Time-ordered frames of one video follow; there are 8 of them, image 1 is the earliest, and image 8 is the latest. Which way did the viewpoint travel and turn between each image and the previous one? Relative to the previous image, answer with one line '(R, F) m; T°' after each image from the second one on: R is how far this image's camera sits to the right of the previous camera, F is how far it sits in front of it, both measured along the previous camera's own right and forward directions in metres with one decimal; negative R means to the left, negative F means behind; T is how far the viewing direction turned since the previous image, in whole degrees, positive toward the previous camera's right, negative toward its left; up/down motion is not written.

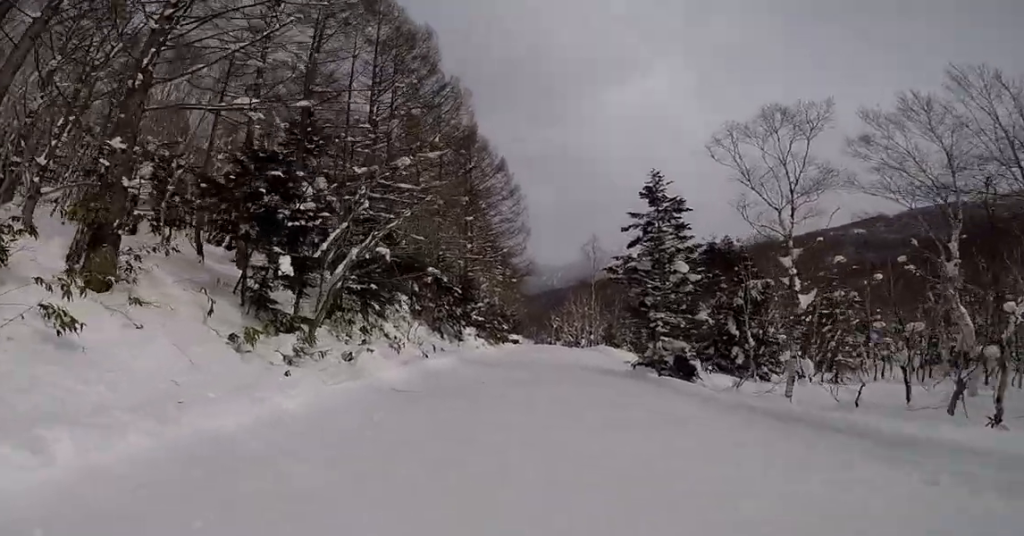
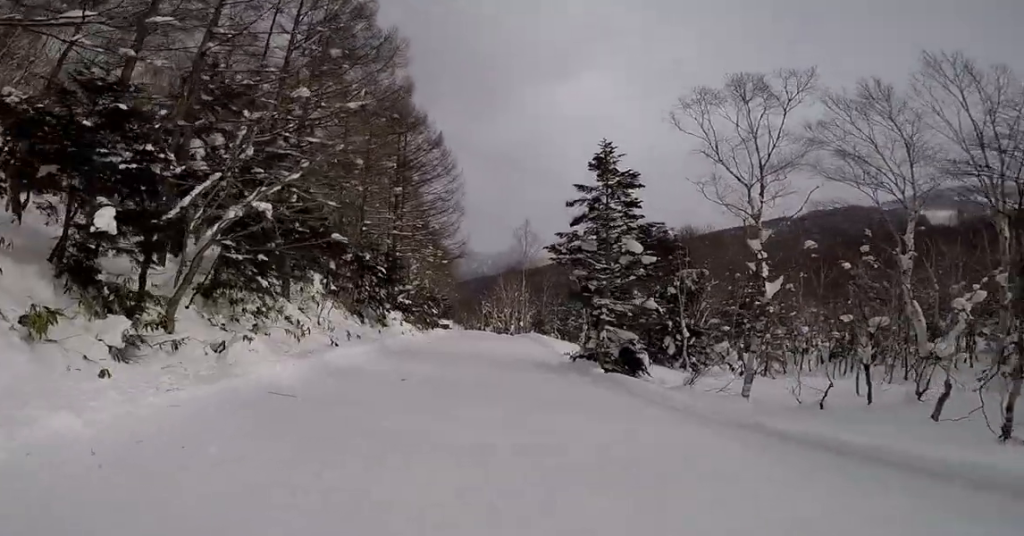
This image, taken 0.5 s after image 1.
(0.0, +2.4) m; 0°
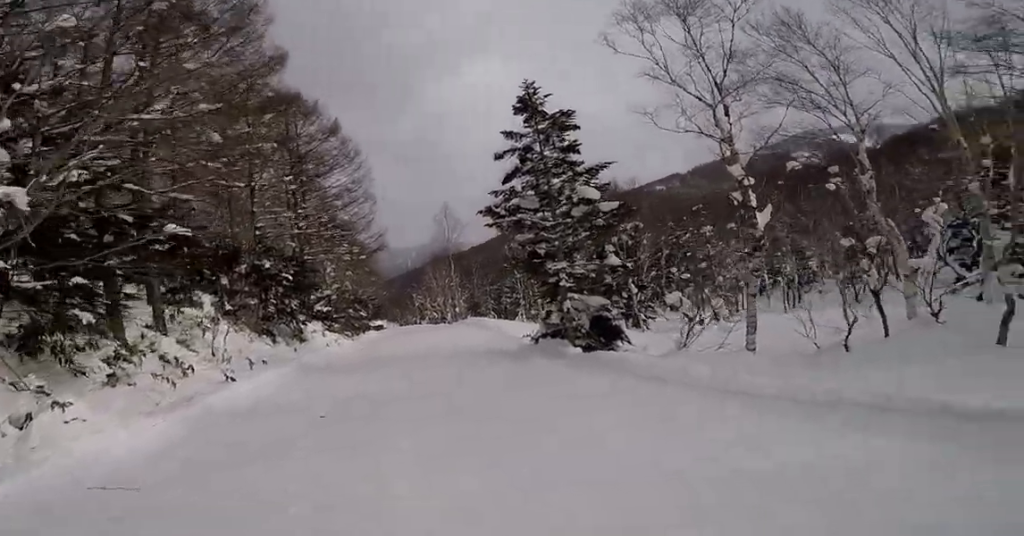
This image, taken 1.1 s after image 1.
(0.0, +2.6) m; 0°
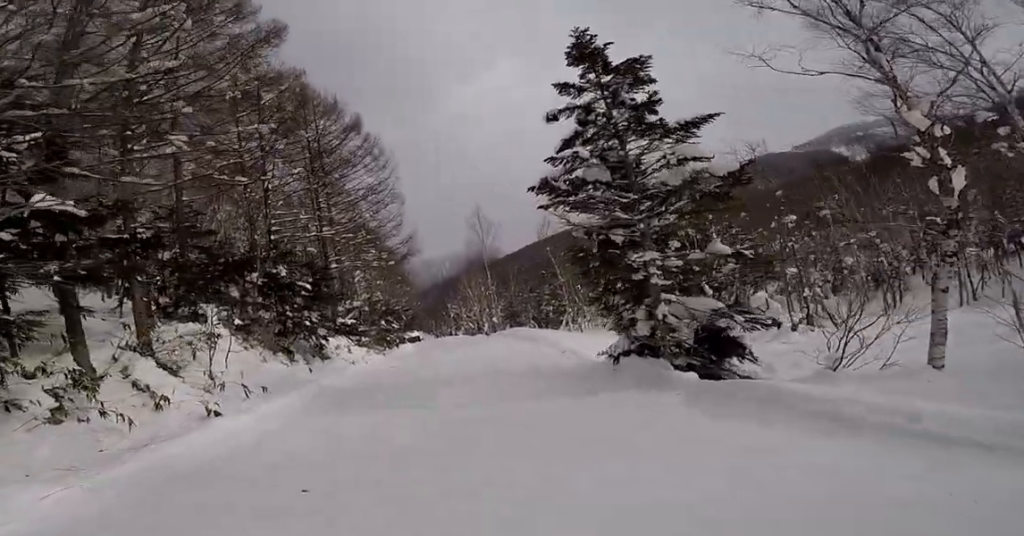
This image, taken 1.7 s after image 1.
(0.0, +2.6) m; 0°
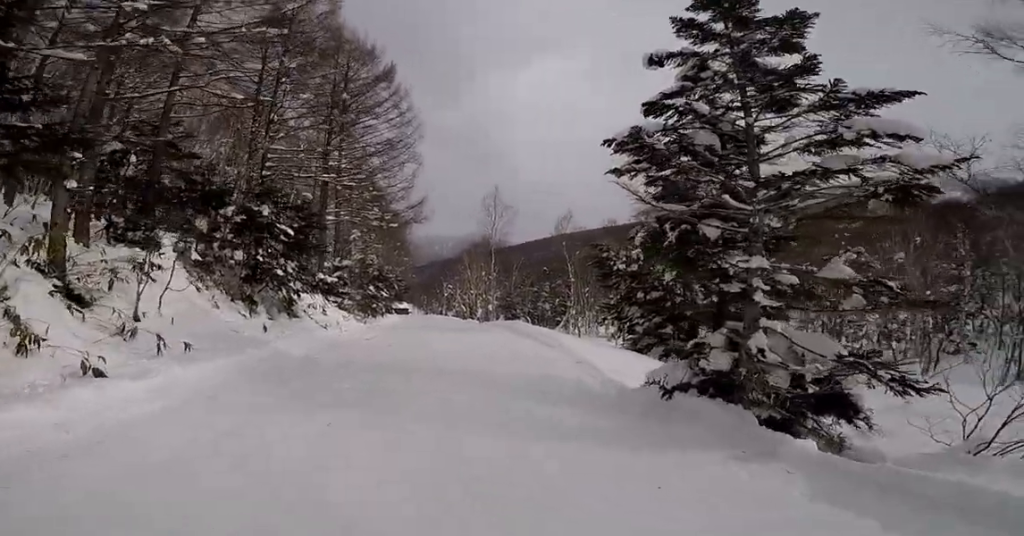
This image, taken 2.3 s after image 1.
(0.0, +2.4) m; 0°
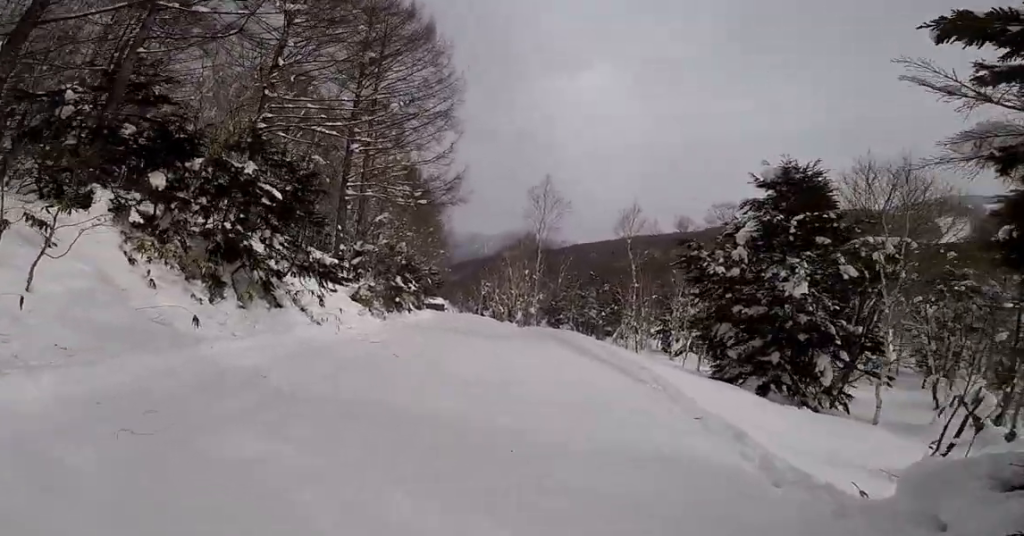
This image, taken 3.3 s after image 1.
(0.0, +4.1) m; 0°
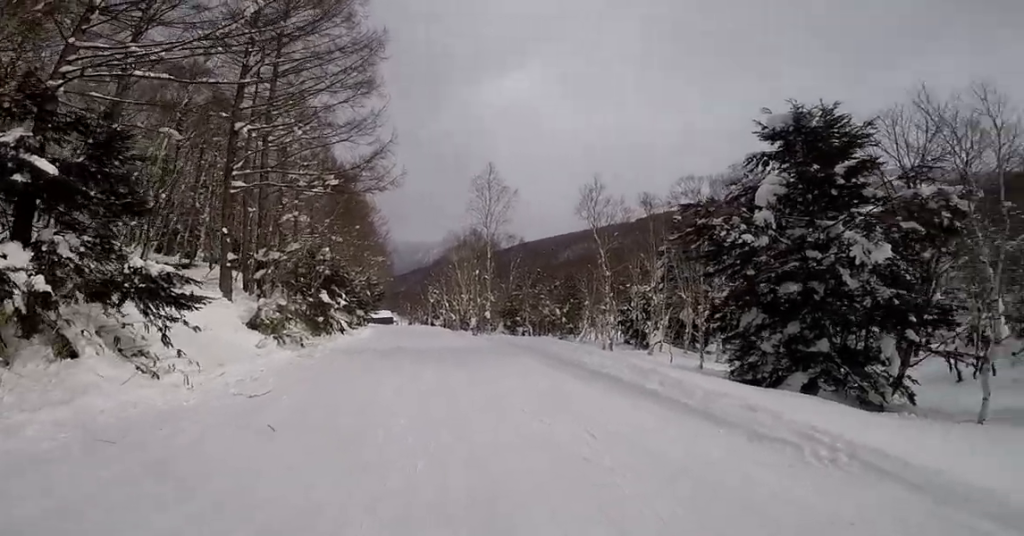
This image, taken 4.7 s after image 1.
(0.0, +4.2) m; 0°
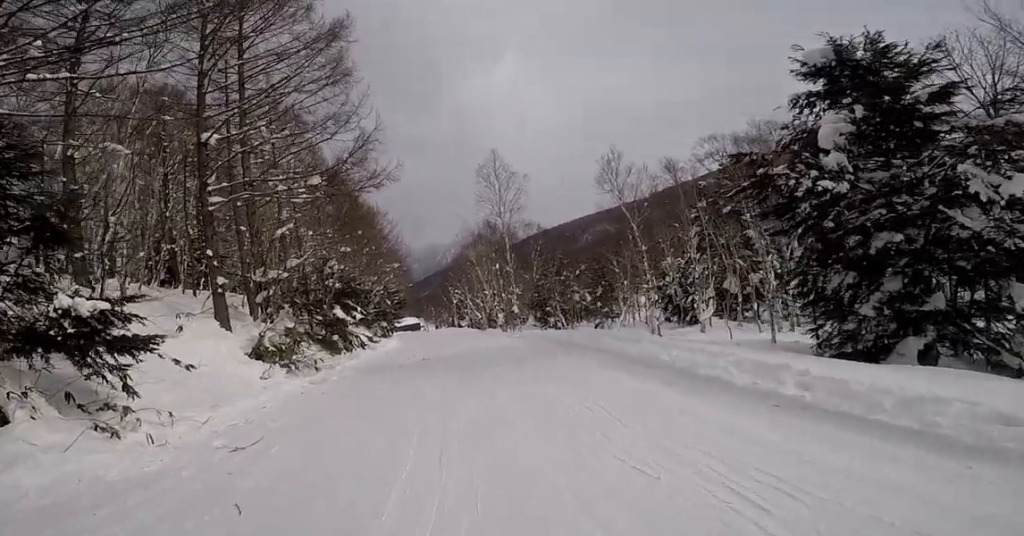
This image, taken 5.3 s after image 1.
(0.0, +1.7) m; 0°
